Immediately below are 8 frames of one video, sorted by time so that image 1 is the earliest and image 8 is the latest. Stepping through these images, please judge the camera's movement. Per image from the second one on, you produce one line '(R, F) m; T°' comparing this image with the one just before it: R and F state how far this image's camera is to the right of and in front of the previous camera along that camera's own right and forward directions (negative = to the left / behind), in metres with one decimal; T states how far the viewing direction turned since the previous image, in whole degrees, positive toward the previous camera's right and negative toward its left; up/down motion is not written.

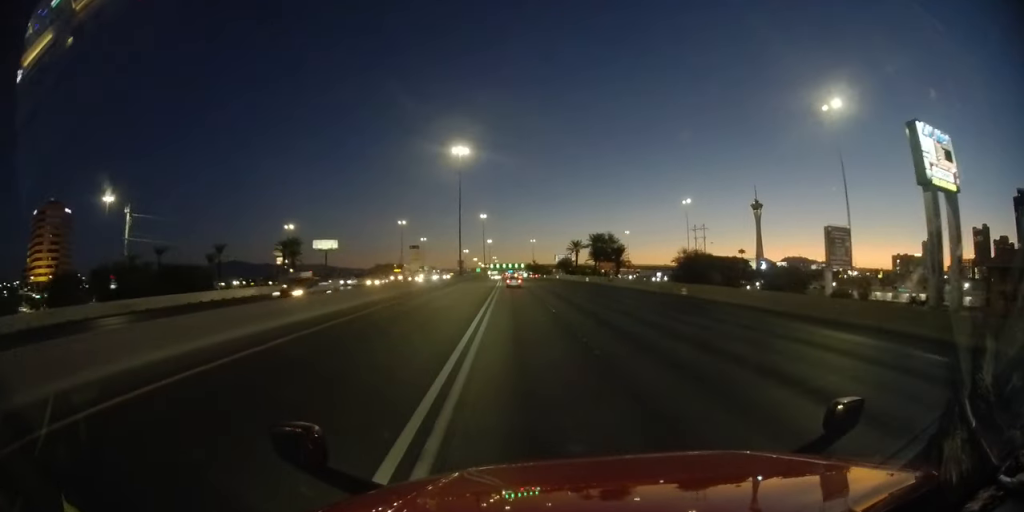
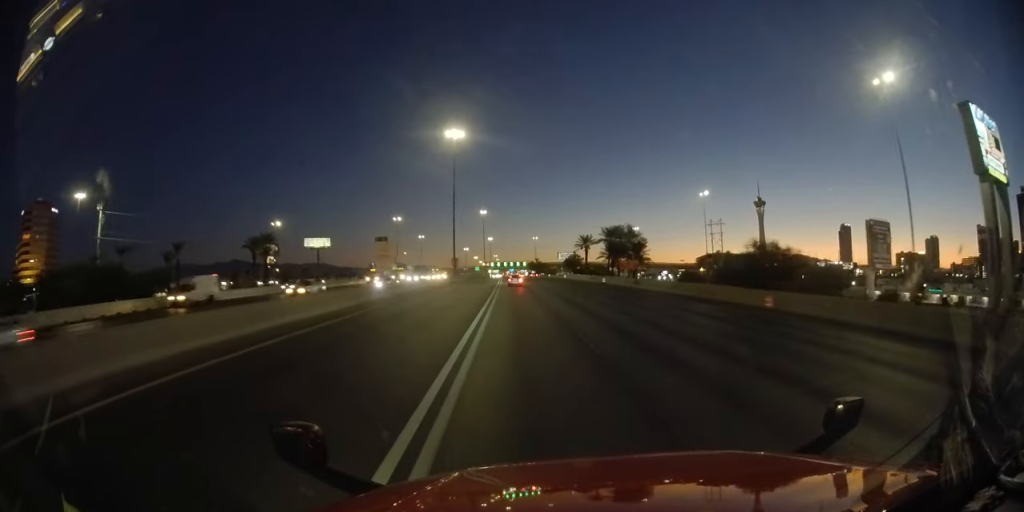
(-0.1, +12.4) m; 0°
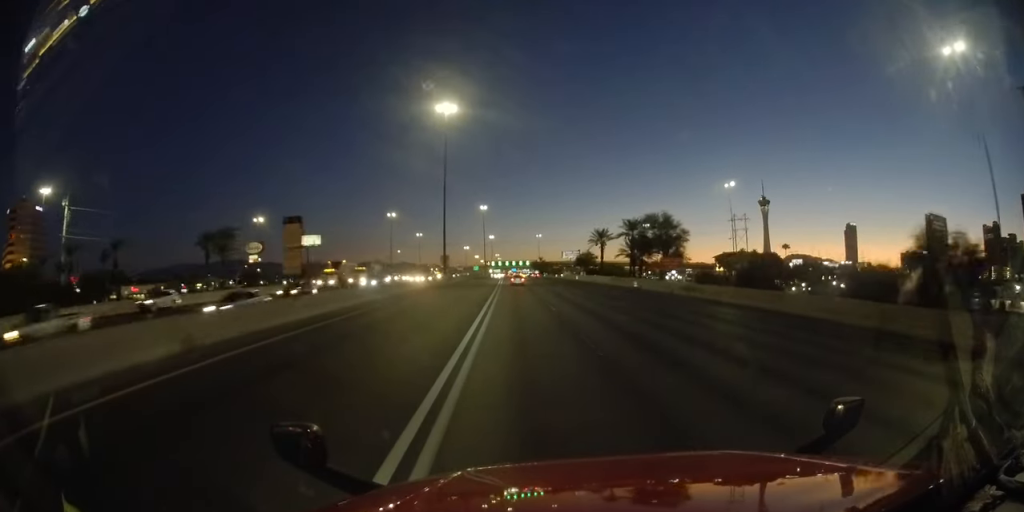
(-0.1, +15.0) m; 0°
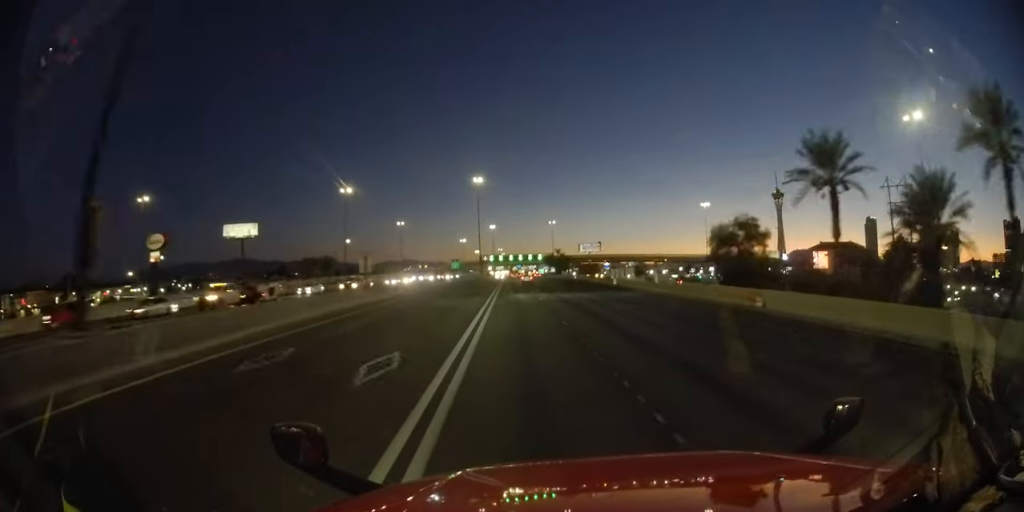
(-0.3, +63.3) m; -1°
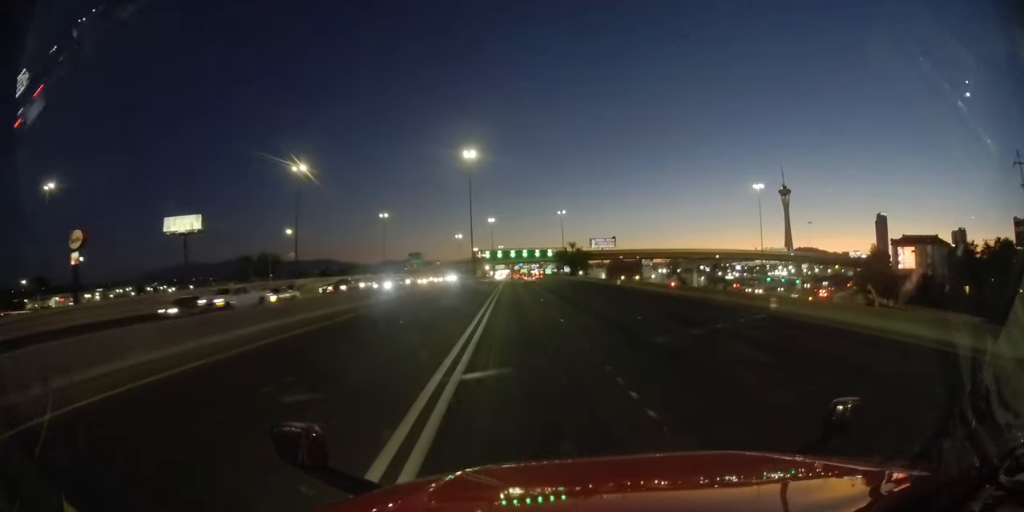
(0.0, +35.4) m; 0°
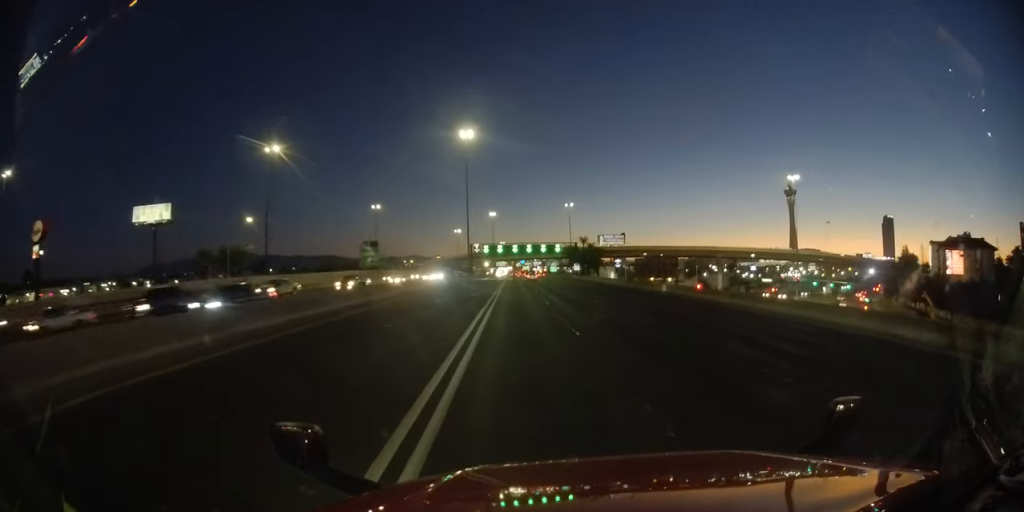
(0.0, +15.9) m; 0°
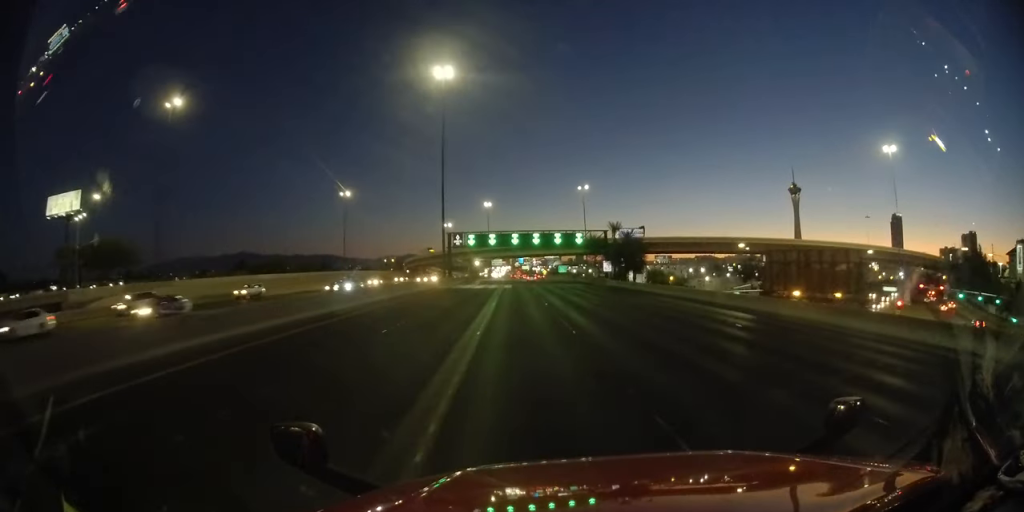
(+0.1, +35.3) m; 0°
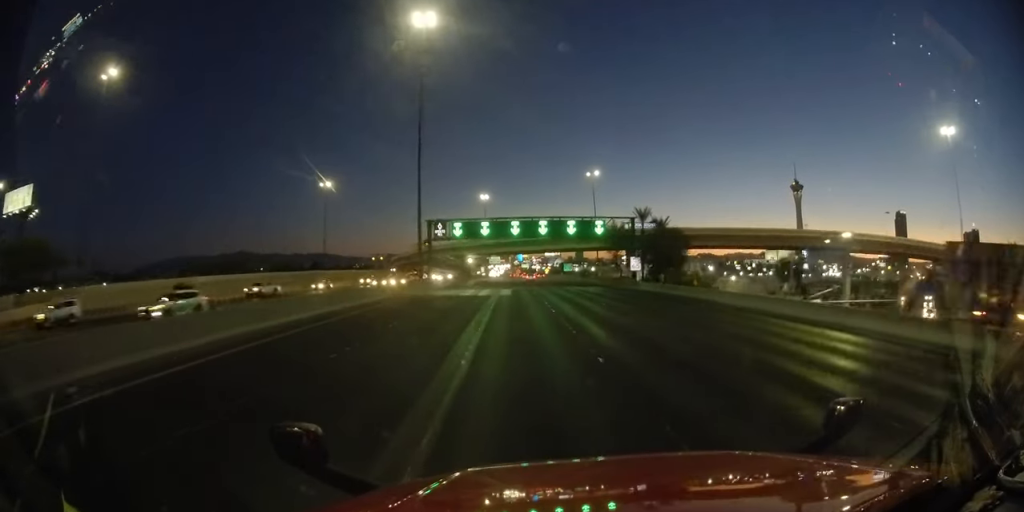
(0.0, +16.9) m; 0°
